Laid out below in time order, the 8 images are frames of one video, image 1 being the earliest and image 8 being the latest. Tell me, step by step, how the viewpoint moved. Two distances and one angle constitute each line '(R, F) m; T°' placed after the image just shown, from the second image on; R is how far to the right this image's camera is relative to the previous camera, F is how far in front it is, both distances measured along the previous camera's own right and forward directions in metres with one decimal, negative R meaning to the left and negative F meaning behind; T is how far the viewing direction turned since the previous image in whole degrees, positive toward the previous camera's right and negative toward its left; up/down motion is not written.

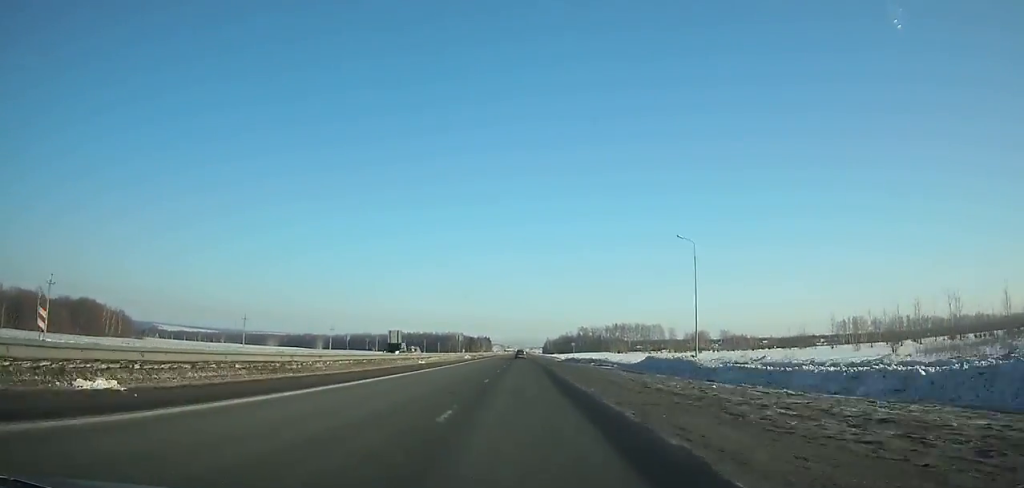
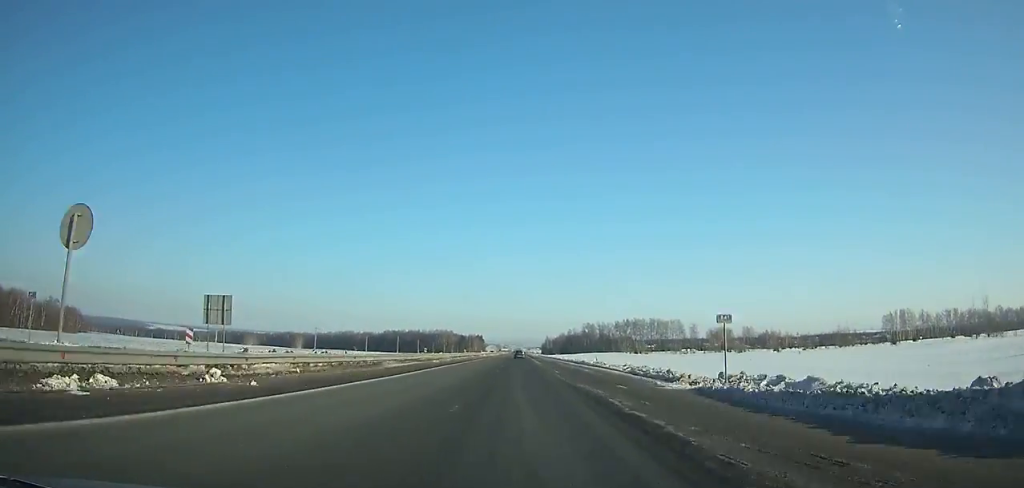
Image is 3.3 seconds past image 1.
(-0.1, +70.8) m; 0°
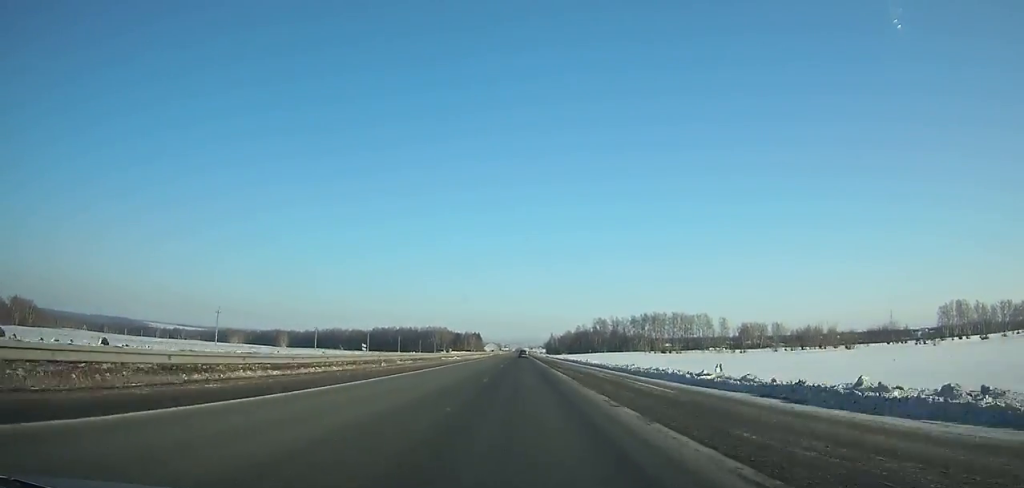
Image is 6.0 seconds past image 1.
(+0.2, +60.2) m; 0°
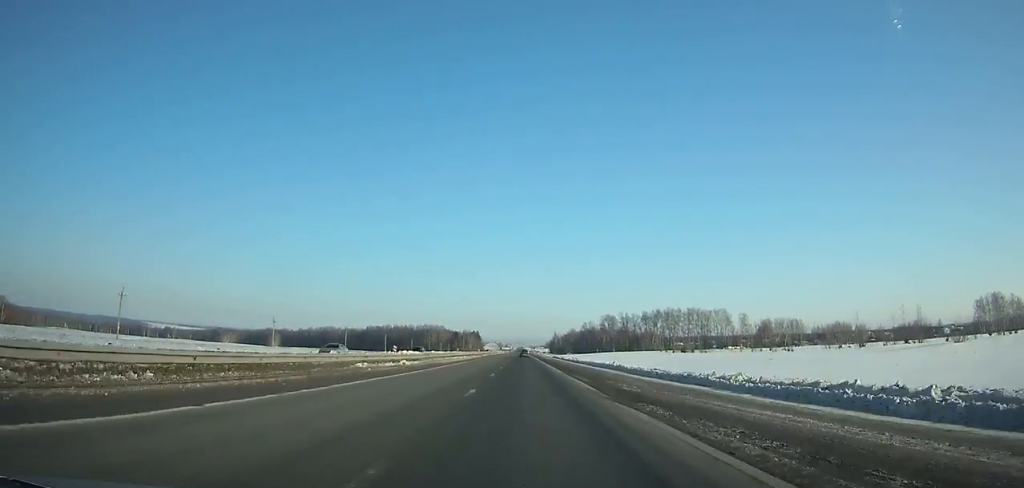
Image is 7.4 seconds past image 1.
(+0.1, +32.0) m; 0°
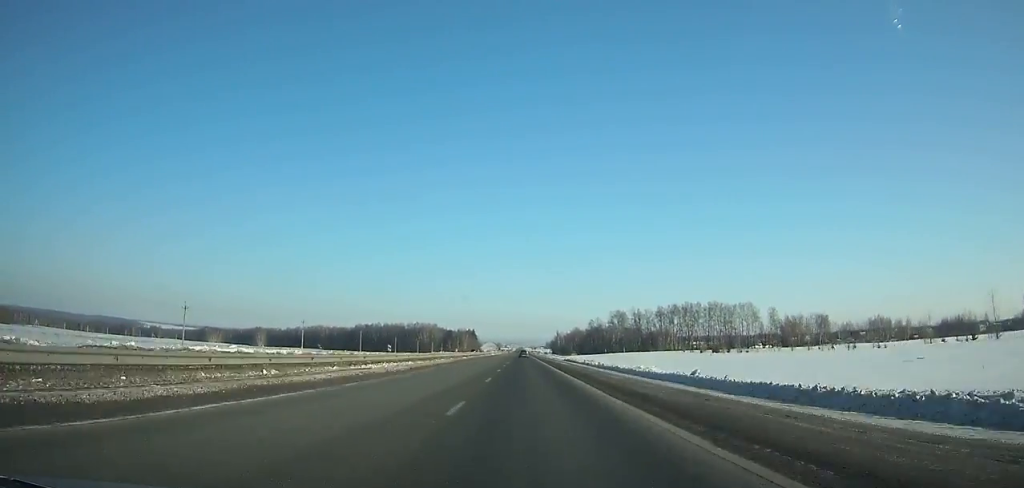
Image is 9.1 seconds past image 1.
(0.0, +39.5) m; 0°
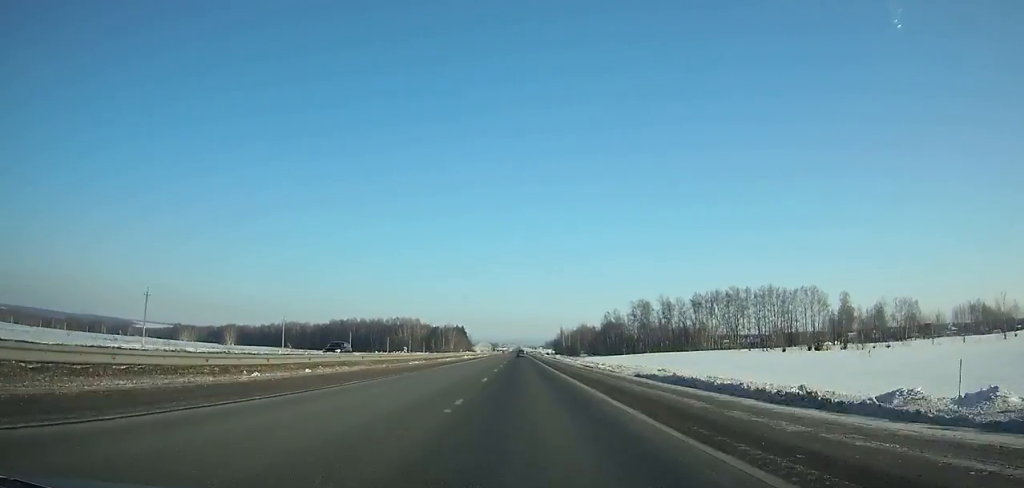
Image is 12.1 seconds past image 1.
(0.0, +71.3) m; 0°
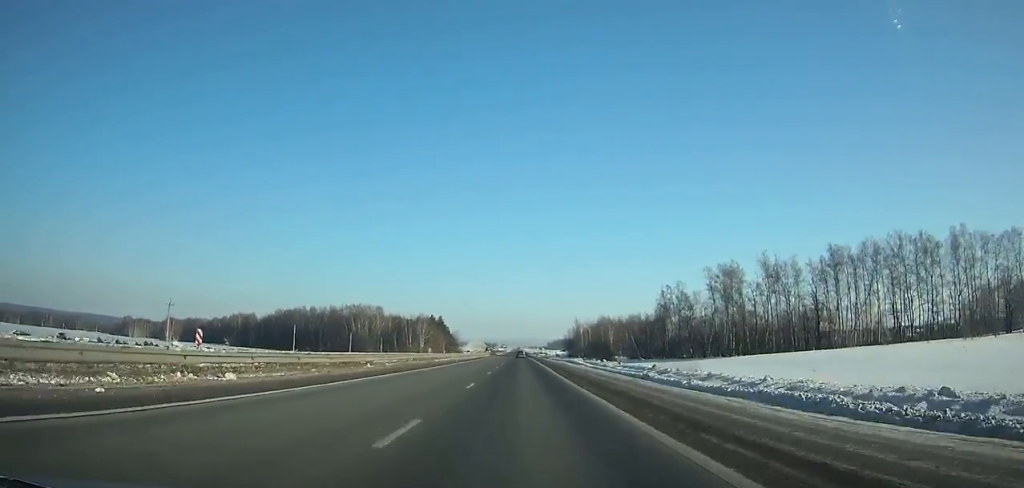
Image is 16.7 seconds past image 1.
(+0.4, +112.6) m; 0°
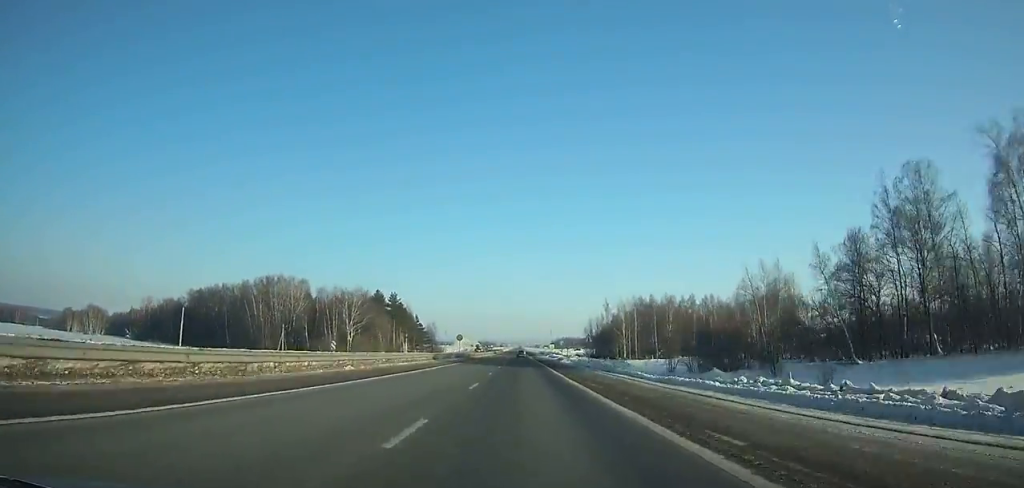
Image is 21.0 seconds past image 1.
(-0.3, +106.7) m; 0°
